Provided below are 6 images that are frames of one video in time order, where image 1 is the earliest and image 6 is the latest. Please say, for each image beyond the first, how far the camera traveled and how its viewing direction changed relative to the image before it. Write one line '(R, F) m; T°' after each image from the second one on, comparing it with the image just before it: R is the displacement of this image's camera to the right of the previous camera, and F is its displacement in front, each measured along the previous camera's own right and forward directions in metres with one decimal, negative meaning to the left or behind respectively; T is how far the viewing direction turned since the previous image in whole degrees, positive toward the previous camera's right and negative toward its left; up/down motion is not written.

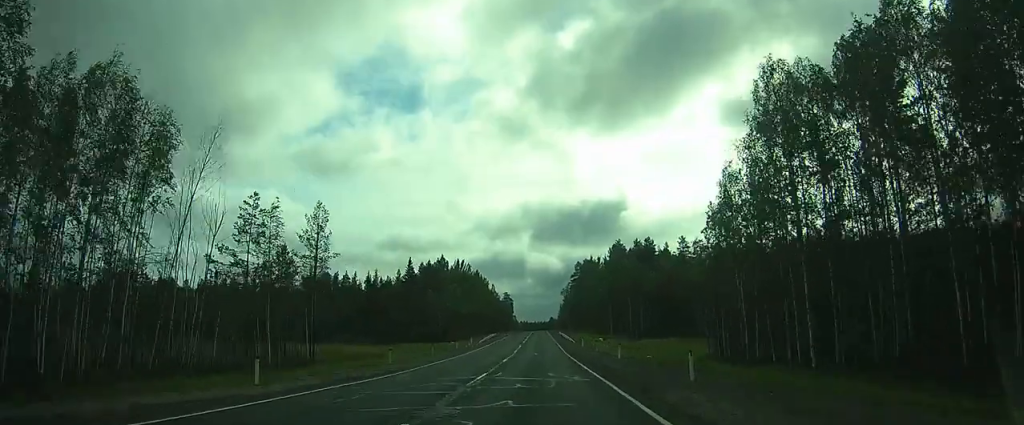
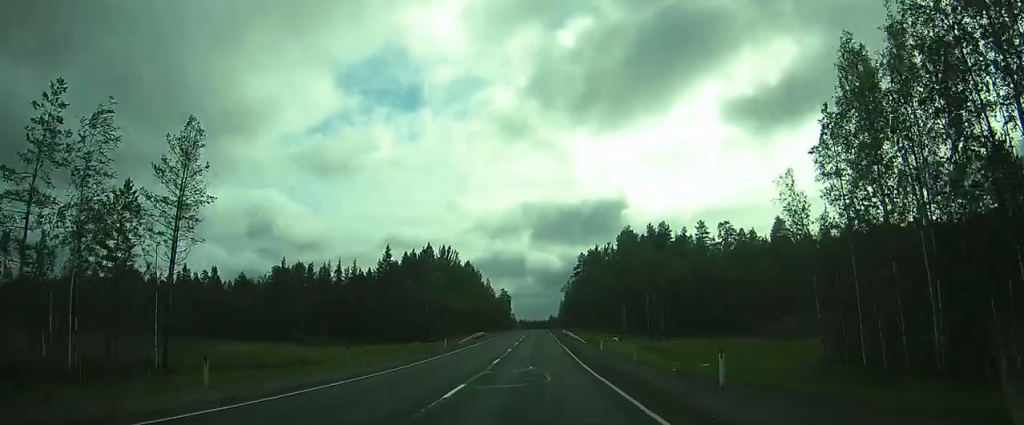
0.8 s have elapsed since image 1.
(0.0, +17.7) m; -1°
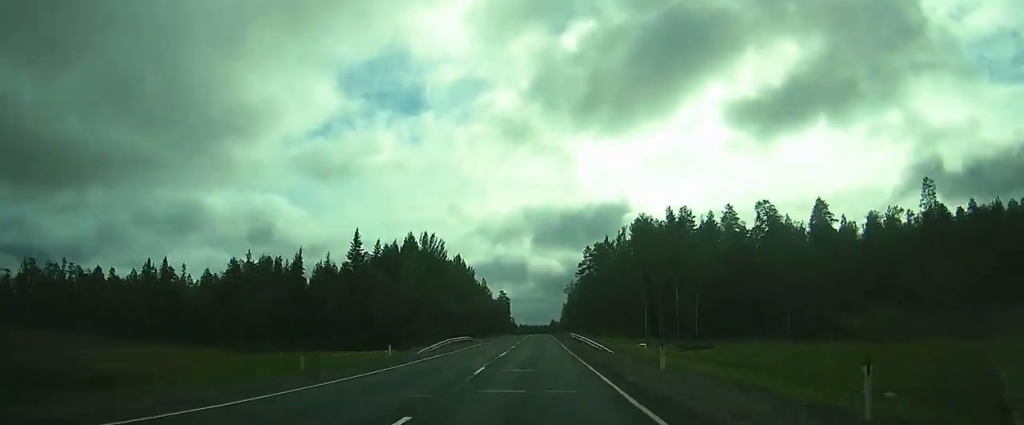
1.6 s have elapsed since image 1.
(-0.3, +18.5) m; -1°
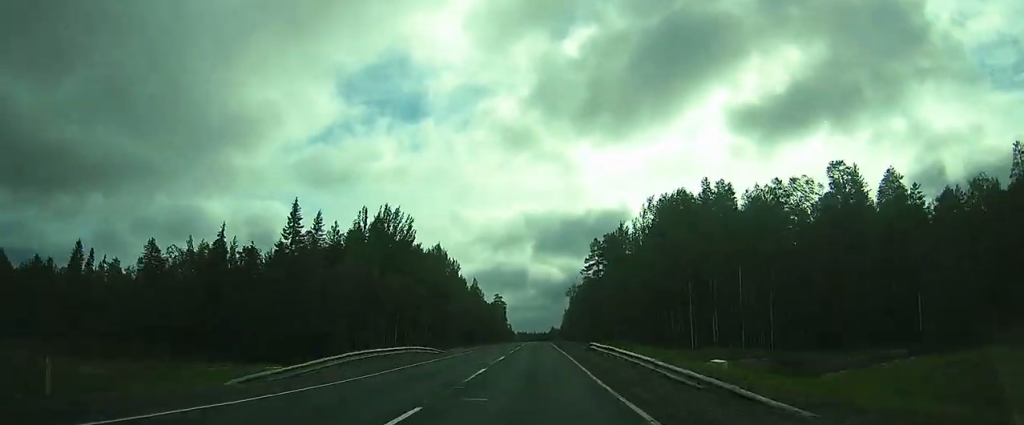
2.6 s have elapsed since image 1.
(+0.1, +23.1) m; 0°
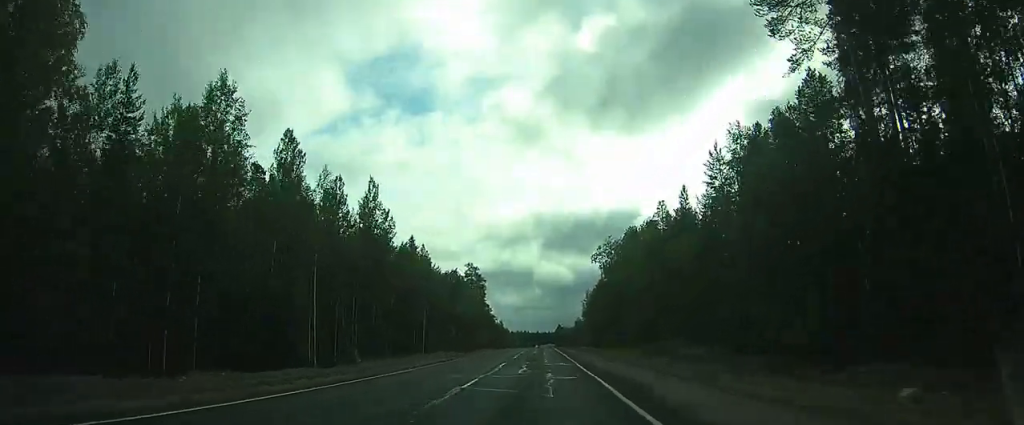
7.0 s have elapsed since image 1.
(+0.3, +96.3) m; 0°
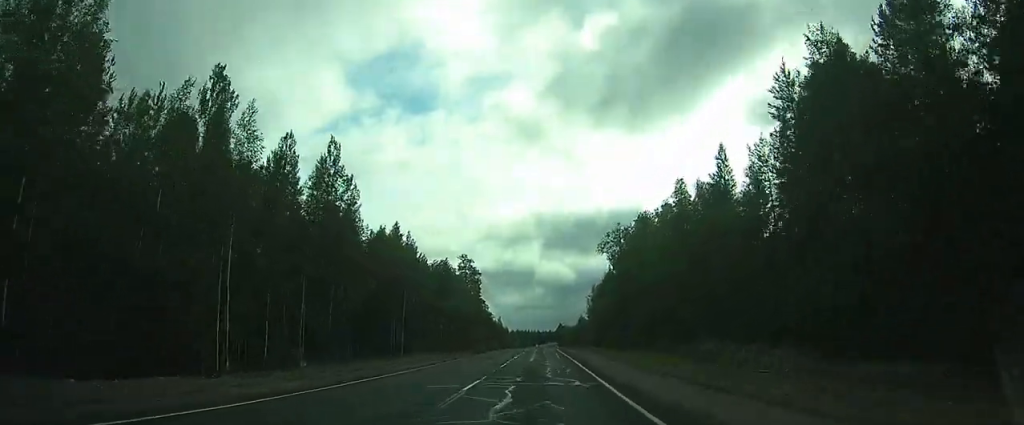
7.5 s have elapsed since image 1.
(0.0, +11.0) m; 0°
